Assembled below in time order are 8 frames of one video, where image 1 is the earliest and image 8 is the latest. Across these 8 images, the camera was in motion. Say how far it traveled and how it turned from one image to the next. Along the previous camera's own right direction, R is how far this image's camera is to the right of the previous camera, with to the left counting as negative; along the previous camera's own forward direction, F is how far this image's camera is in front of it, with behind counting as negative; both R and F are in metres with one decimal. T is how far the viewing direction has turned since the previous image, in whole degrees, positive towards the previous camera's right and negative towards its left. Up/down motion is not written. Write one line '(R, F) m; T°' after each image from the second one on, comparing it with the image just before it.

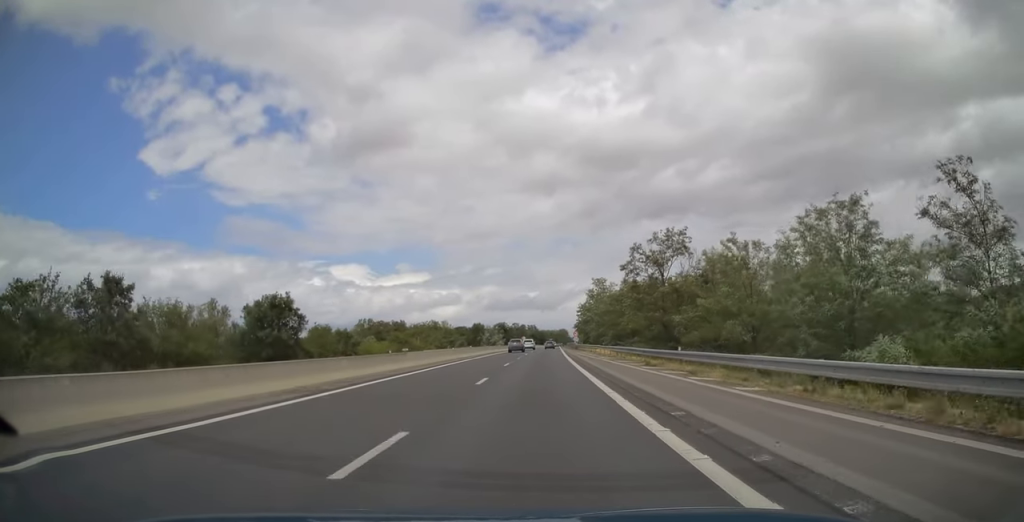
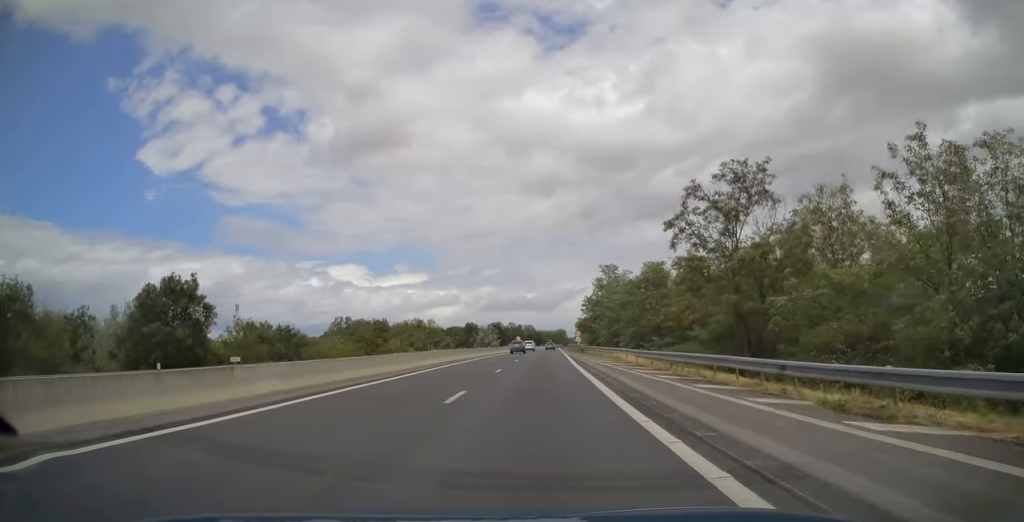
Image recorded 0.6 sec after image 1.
(+0.1, +18.8) m; 0°
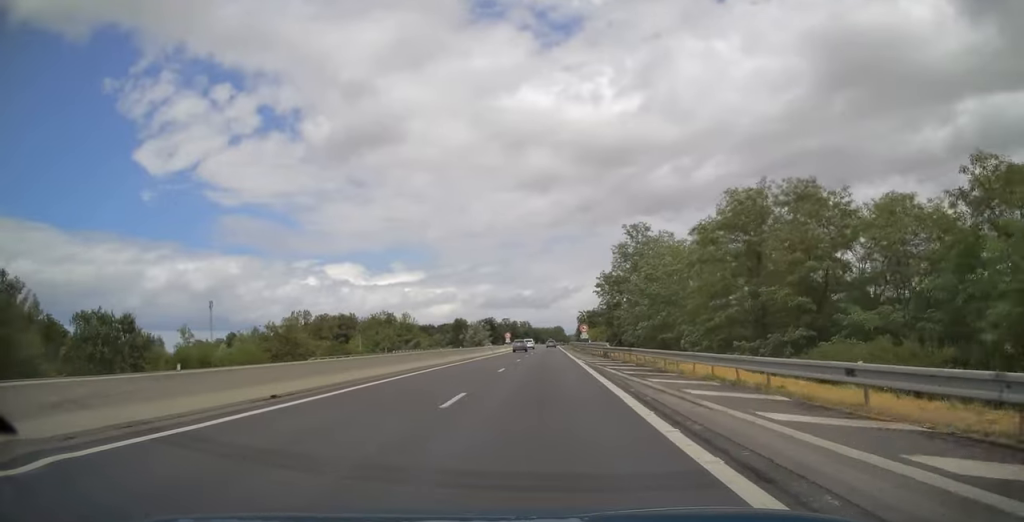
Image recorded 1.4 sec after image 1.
(+0.1, +27.4) m; 0°
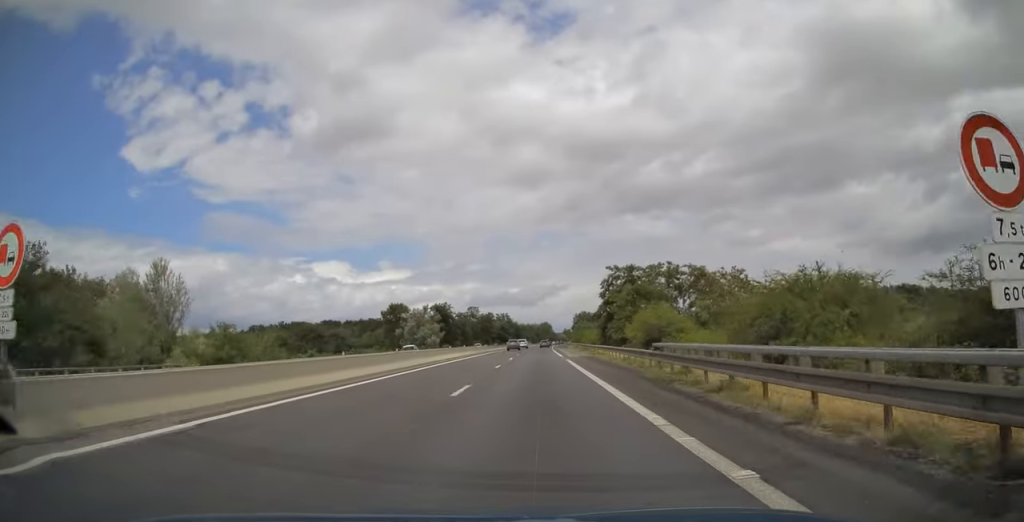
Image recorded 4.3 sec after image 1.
(+1.1, +92.4) m; +1°
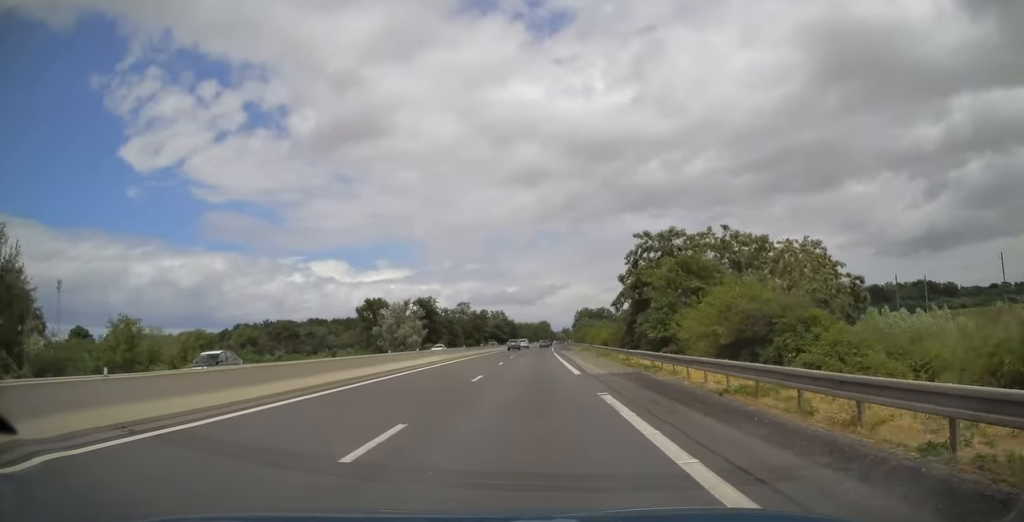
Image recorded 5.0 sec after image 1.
(+0.1, +21.1) m; 0°
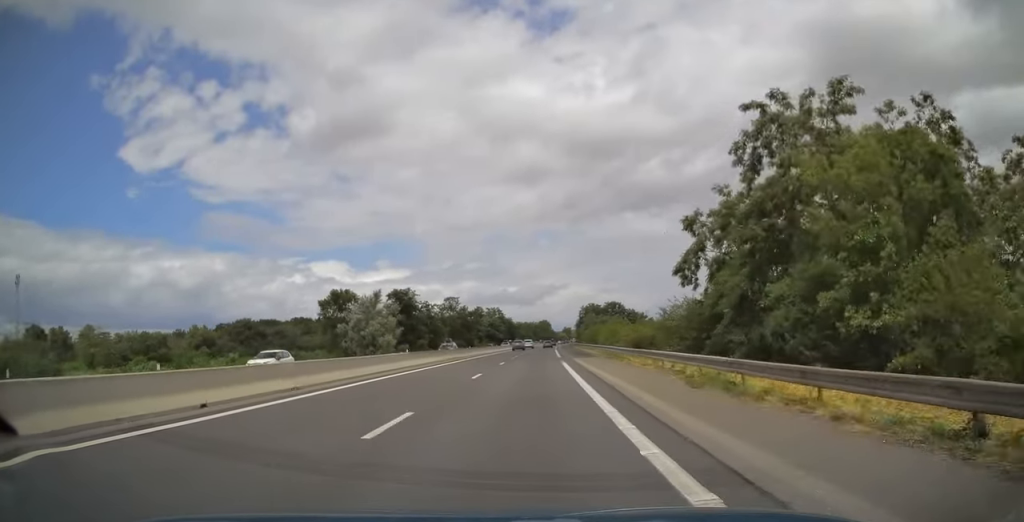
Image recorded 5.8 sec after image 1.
(+0.1, +25.9) m; 0°
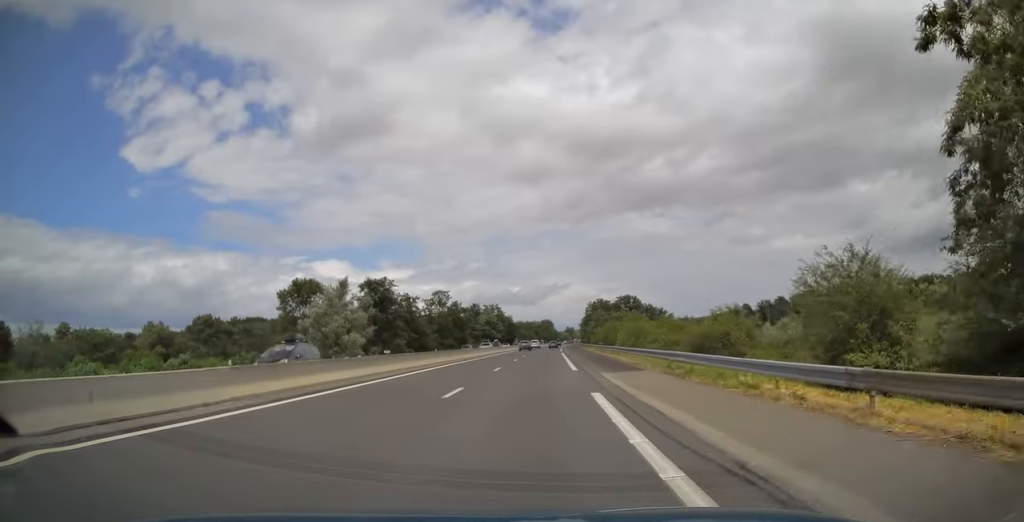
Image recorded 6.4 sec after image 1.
(0.0, +21.1) m; 0°
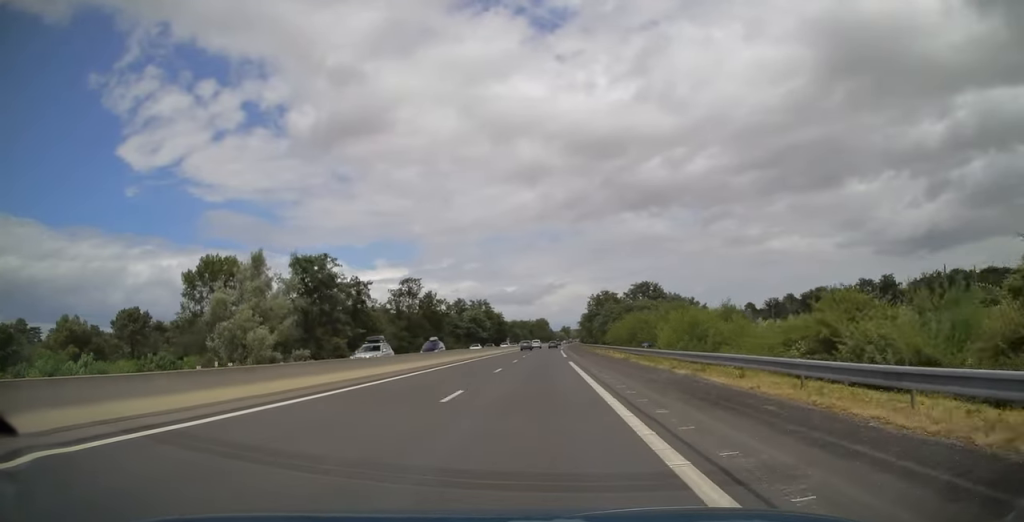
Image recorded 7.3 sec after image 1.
(0.0, +28.6) m; 0°
